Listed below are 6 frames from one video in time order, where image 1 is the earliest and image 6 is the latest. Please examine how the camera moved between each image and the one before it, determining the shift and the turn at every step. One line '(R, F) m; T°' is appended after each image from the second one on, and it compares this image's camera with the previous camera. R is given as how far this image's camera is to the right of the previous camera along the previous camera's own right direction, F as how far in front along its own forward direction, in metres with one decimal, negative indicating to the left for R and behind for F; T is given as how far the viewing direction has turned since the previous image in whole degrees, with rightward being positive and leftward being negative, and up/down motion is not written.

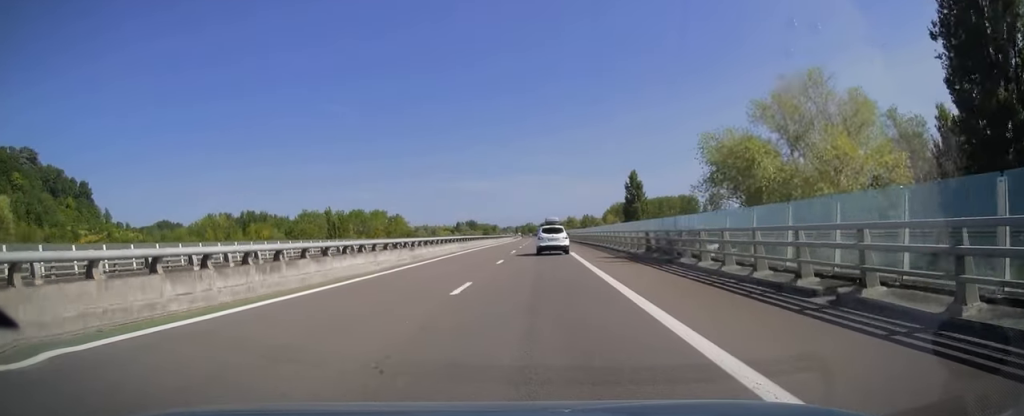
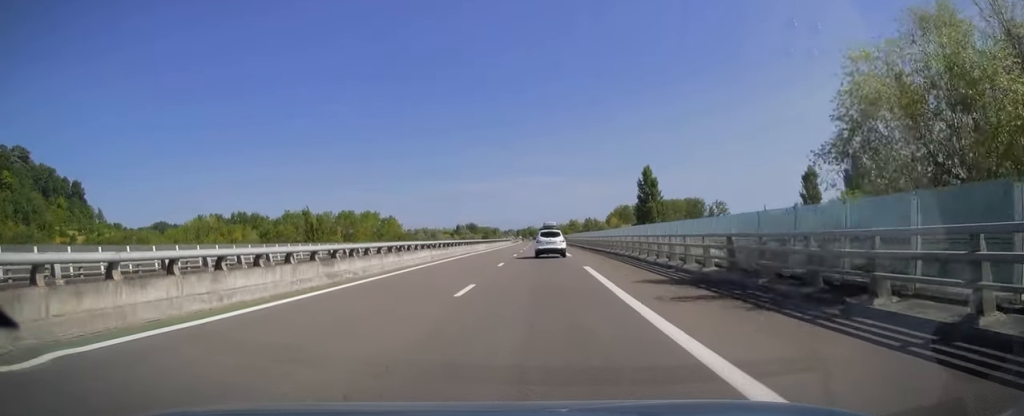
(0.0, +12.4) m; 0°
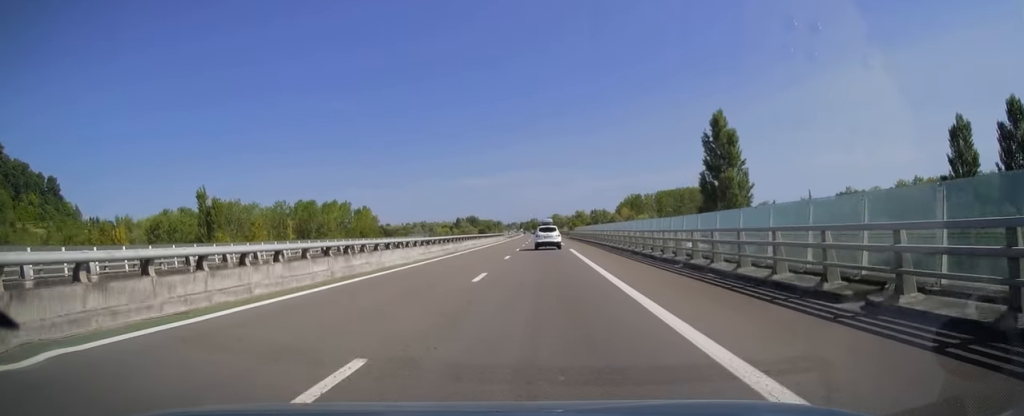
(0.0, +36.6) m; 0°
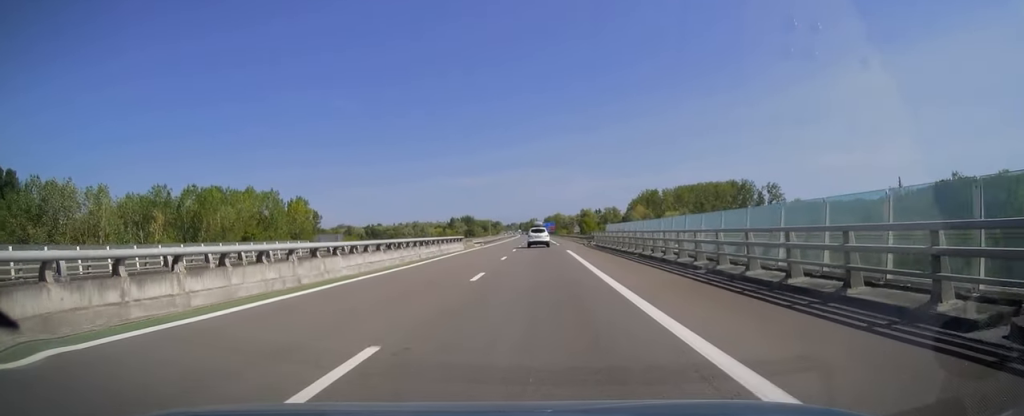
(-0.2, +51.4) m; 0°
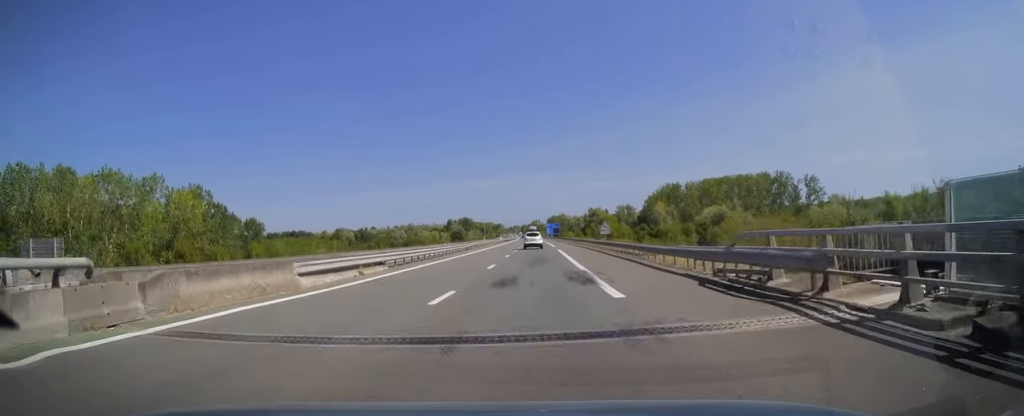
(-0.1, +44.6) m; 0°
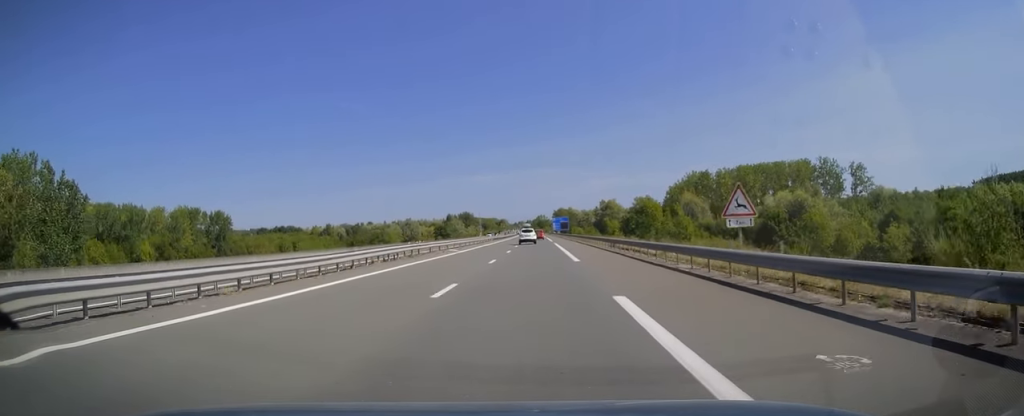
(0.0, +39.2) m; 0°
